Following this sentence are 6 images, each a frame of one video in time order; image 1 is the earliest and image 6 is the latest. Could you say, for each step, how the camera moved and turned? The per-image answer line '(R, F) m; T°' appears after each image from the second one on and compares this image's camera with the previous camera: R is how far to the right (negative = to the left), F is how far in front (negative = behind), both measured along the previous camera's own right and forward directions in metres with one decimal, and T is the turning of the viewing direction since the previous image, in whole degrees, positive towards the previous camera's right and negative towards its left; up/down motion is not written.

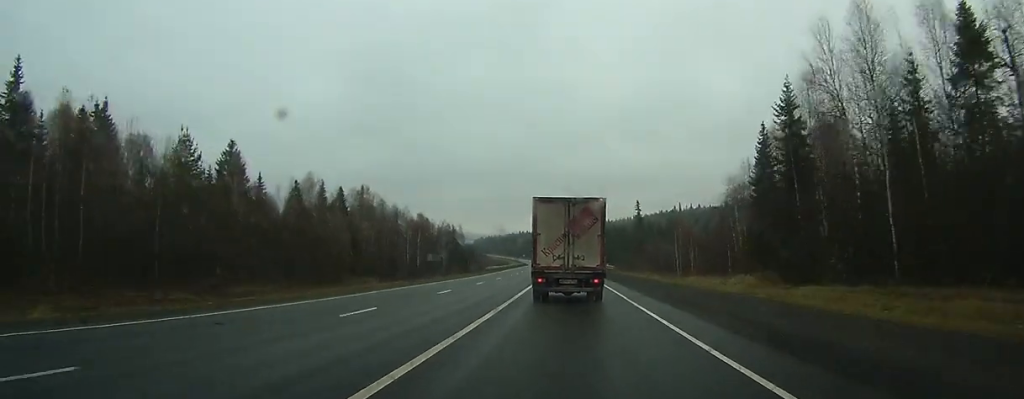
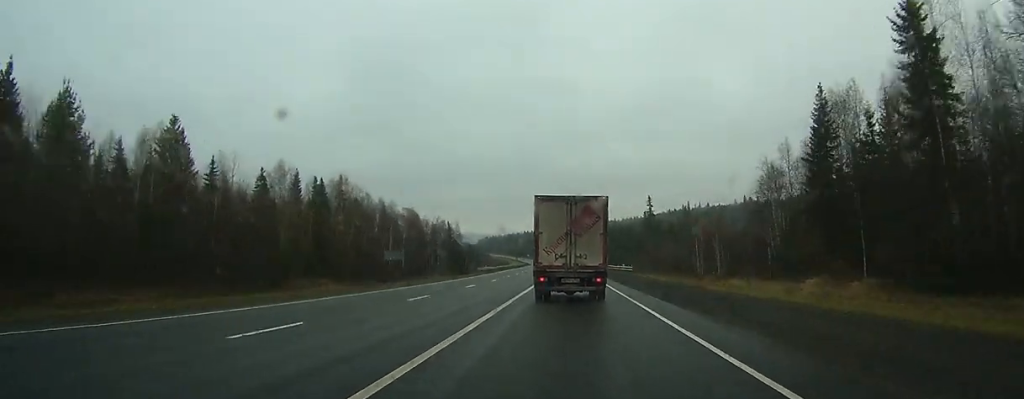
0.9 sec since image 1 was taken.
(0.0, +17.1) m; 0°
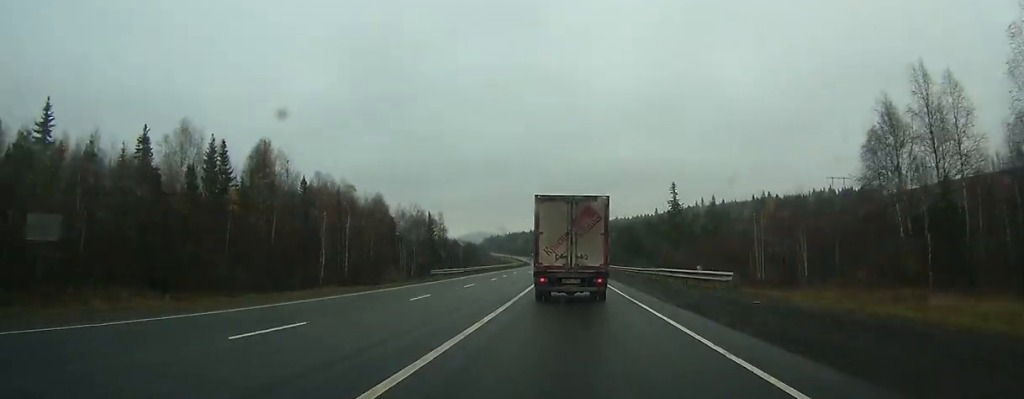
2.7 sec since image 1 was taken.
(-0.1, +35.8) m; 0°
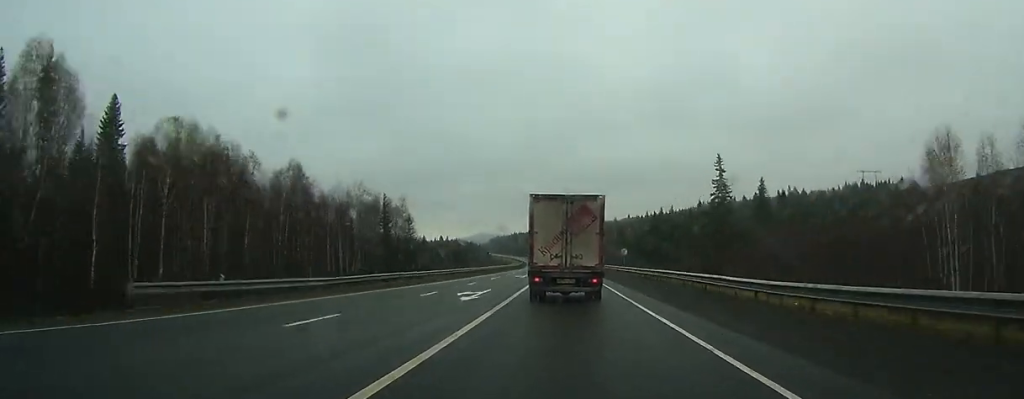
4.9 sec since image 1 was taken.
(0.0, +45.4) m; -1°
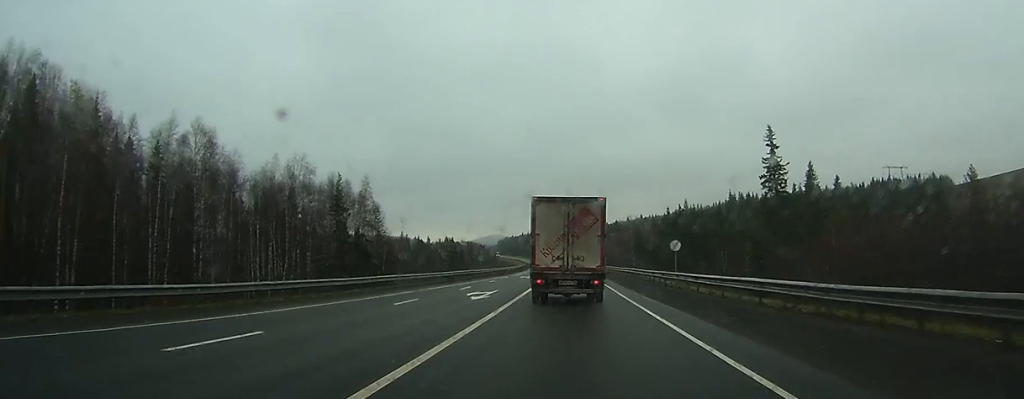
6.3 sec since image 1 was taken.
(-0.2, +28.2) m; -1°
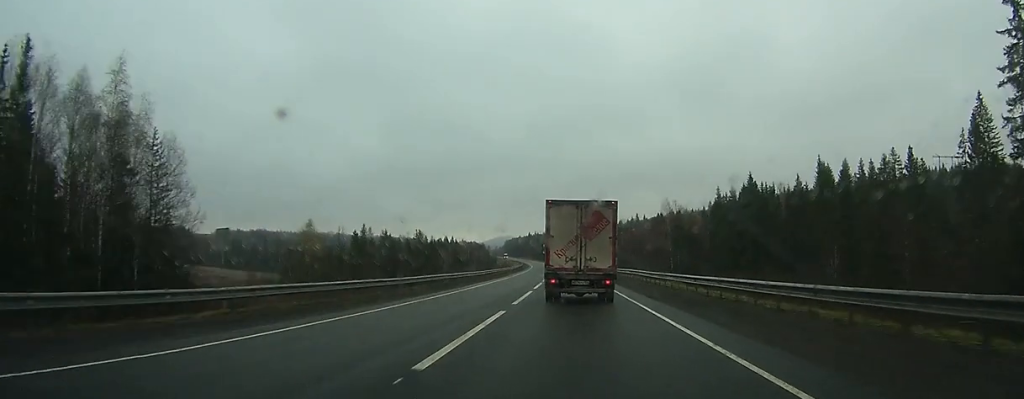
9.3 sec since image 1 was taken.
(-1.0, +59.8) m; -2°
